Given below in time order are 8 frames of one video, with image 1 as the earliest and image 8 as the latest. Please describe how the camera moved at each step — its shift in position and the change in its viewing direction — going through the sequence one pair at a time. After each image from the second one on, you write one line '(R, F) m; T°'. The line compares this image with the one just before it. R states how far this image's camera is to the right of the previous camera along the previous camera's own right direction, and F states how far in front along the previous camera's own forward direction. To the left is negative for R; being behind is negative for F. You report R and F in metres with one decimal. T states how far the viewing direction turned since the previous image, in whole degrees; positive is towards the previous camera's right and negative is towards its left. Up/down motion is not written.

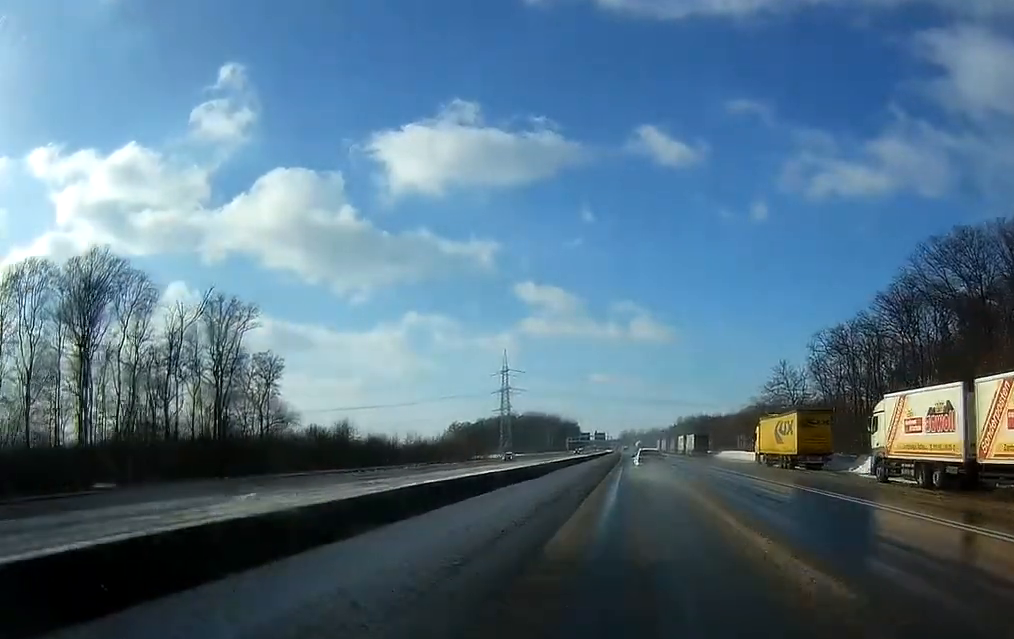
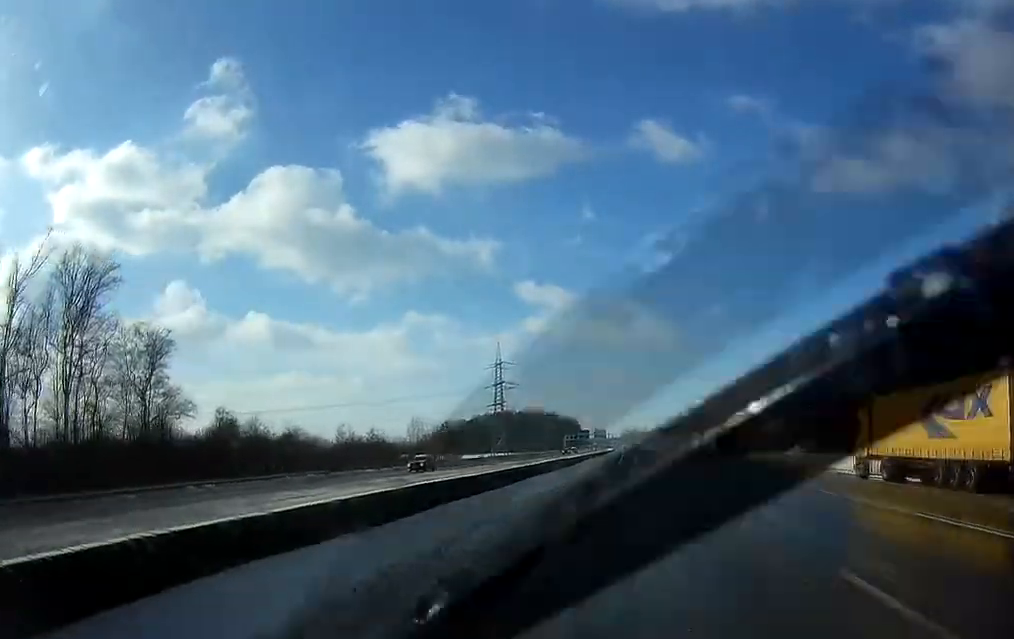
(-0.4, +29.6) m; -1°
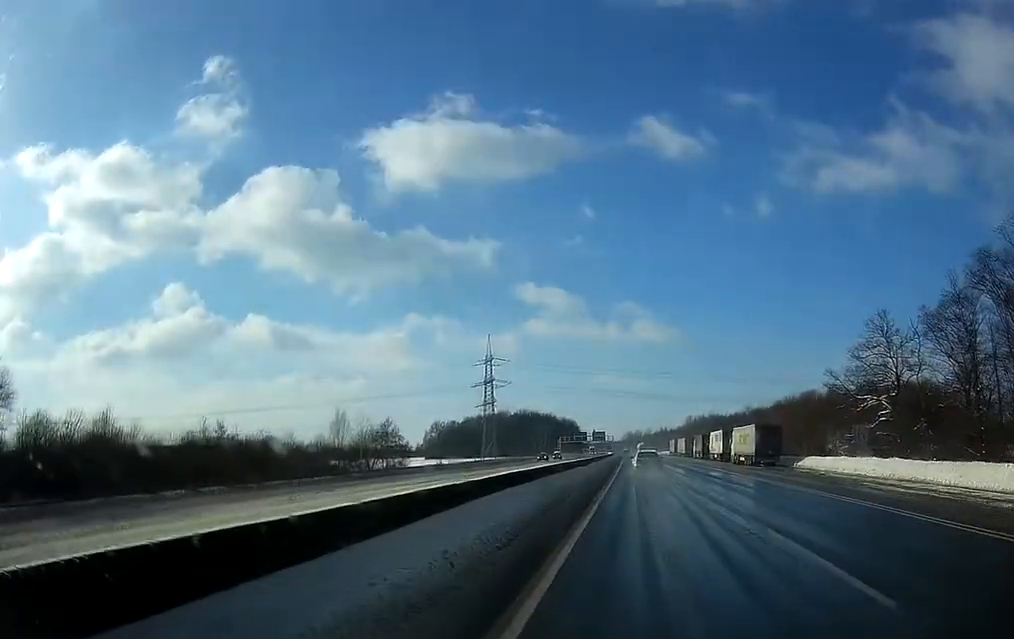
(+0.2, +30.8) m; 0°
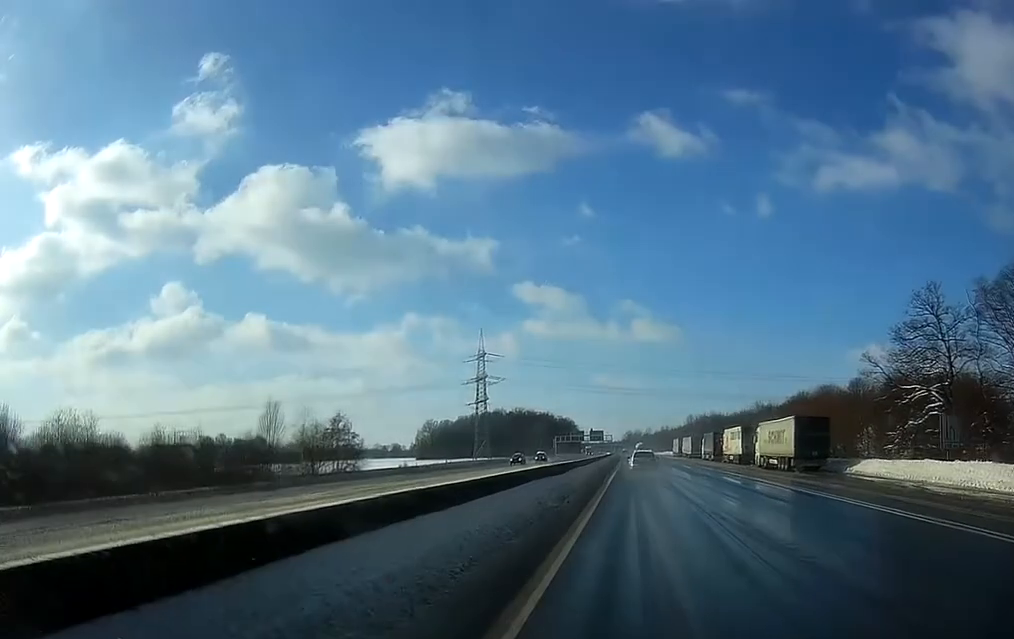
(-0.2, +16.8) m; -1°
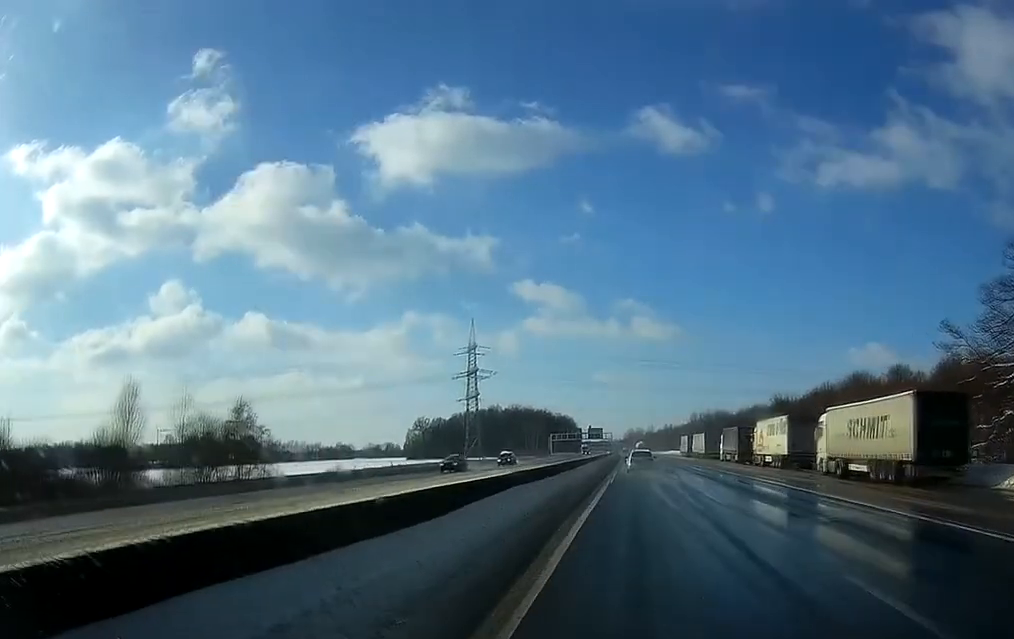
(-0.2, +21.9) m; 0°
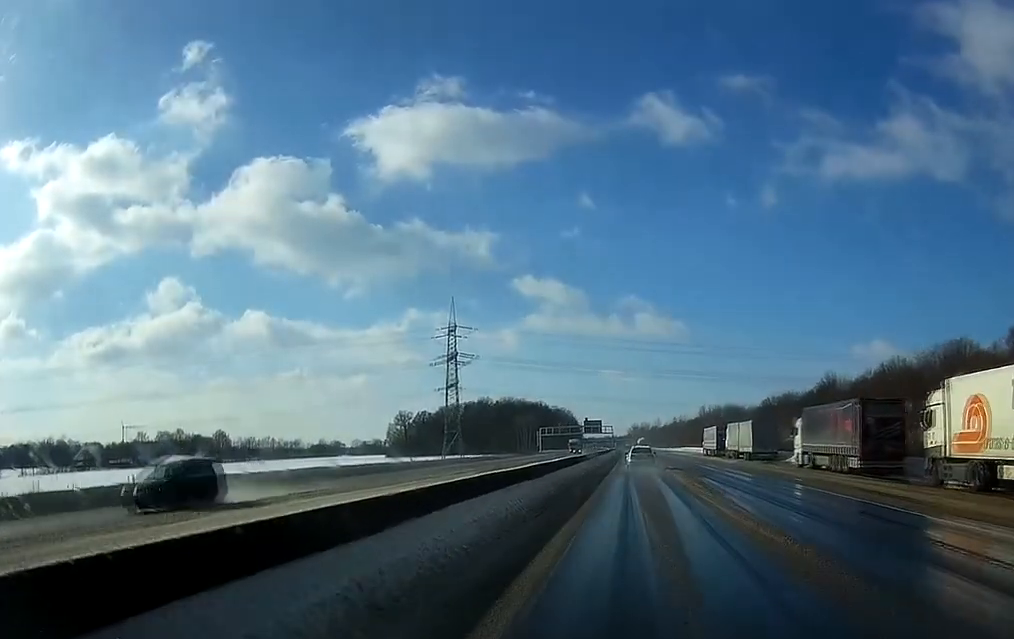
(+0.1, +41.3) m; -1°
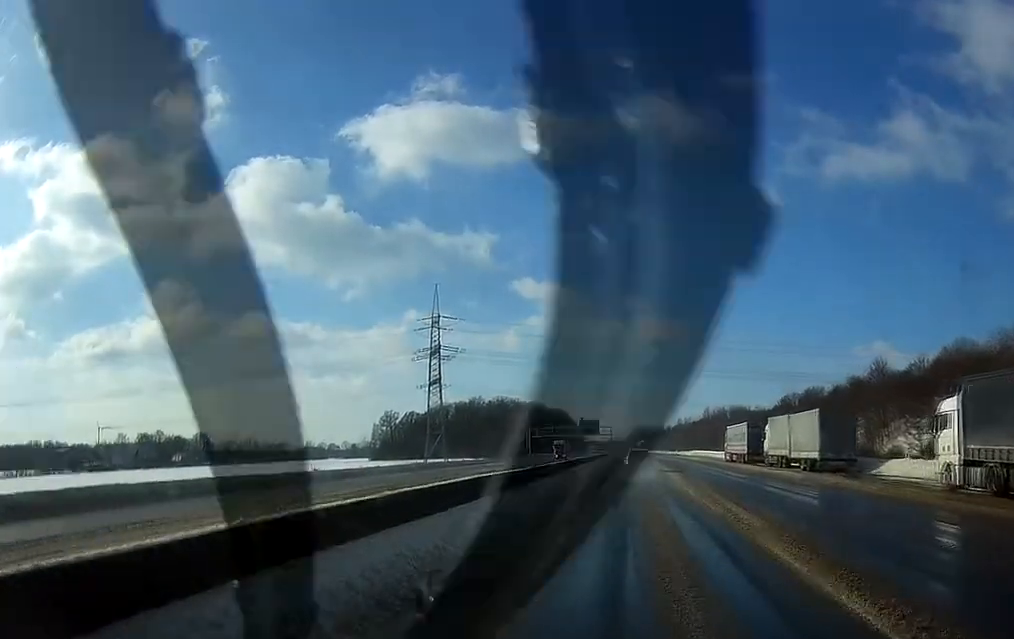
(-0.5, +25.5) m; 0°
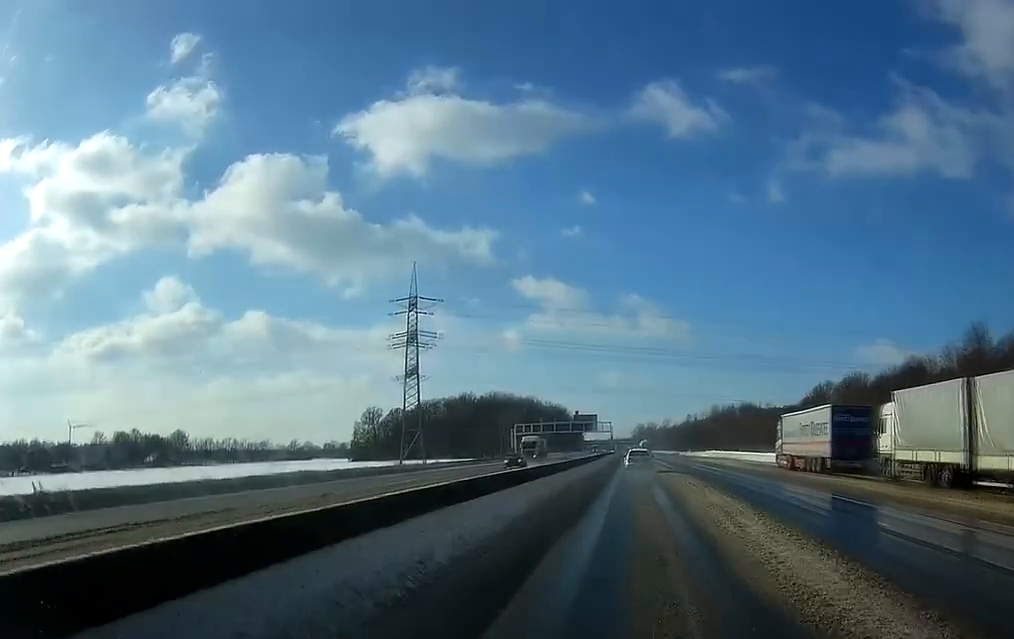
(+0.5, +30.2) m; 0°
